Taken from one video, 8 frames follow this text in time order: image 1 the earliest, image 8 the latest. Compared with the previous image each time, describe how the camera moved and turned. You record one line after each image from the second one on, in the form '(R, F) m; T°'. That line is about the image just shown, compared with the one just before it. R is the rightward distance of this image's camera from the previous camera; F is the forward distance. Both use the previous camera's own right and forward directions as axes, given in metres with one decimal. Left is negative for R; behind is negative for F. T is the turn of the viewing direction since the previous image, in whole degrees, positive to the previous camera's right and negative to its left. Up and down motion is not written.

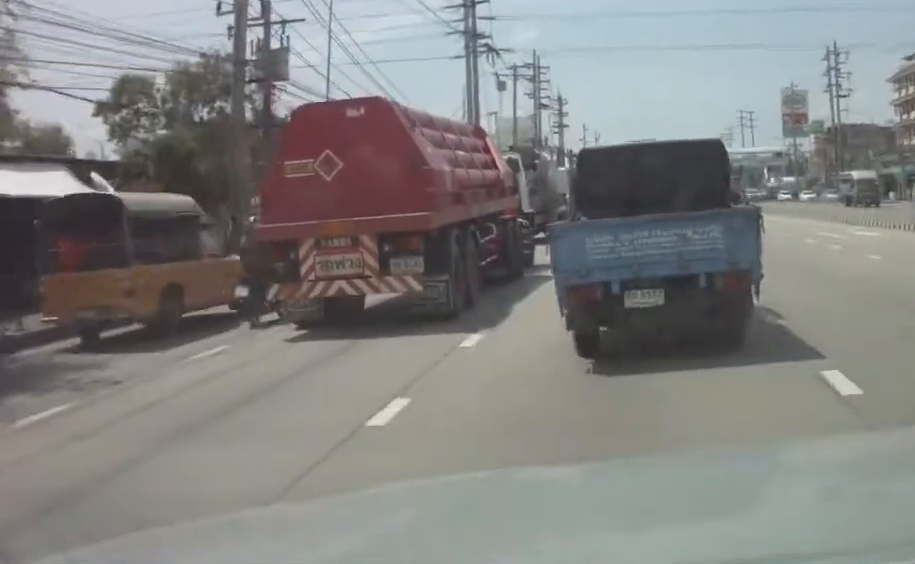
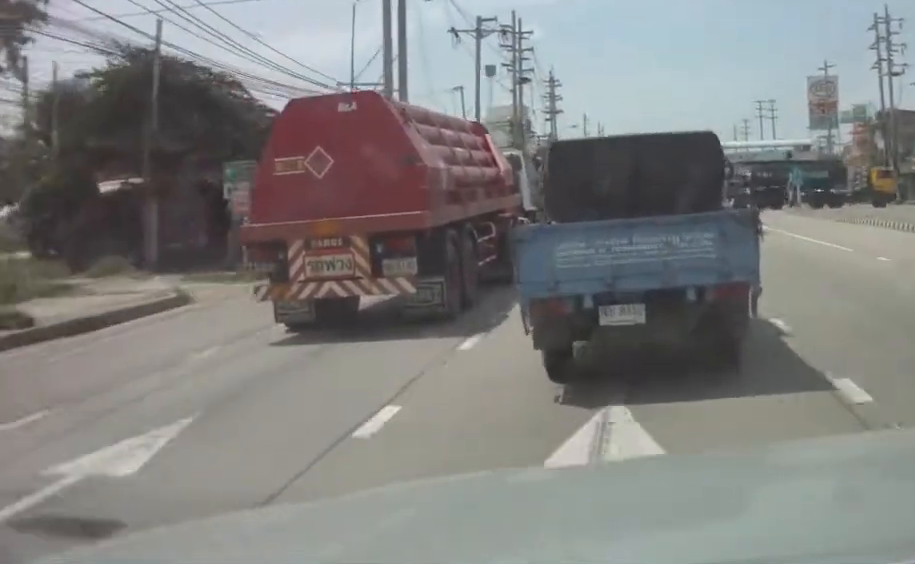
(+0.6, +23.0) m; -1°
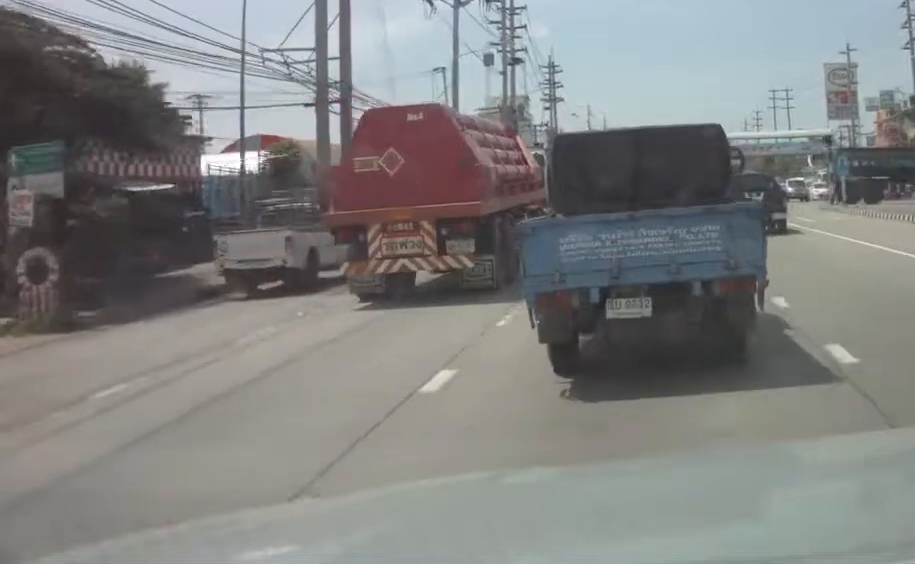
(-0.8, +12.1) m; -8°
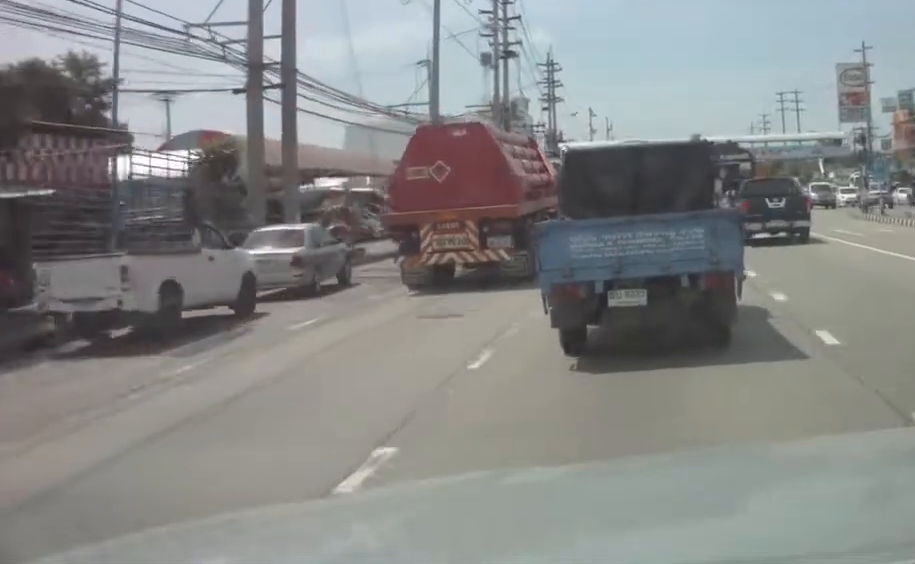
(-0.5, +8.4) m; +5°
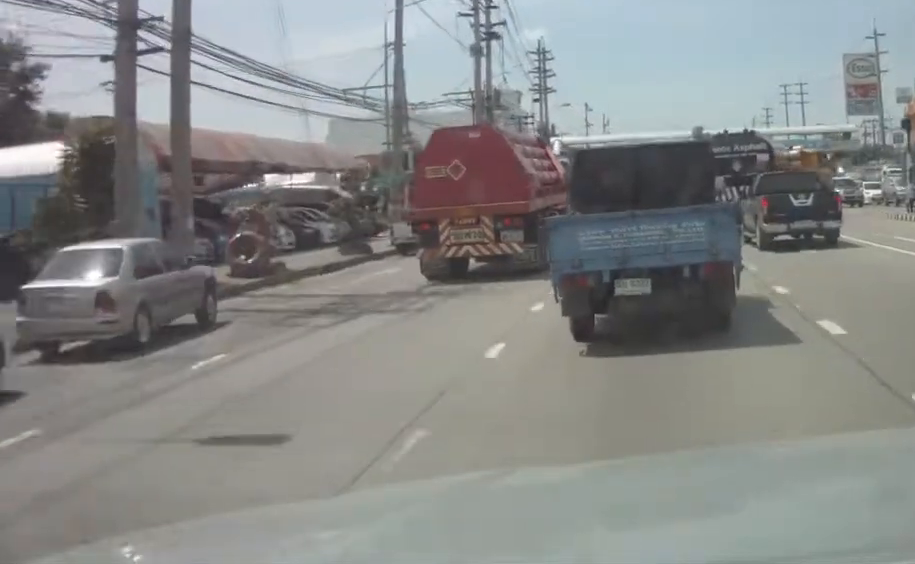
(-0.4, +7.1) m; +6°
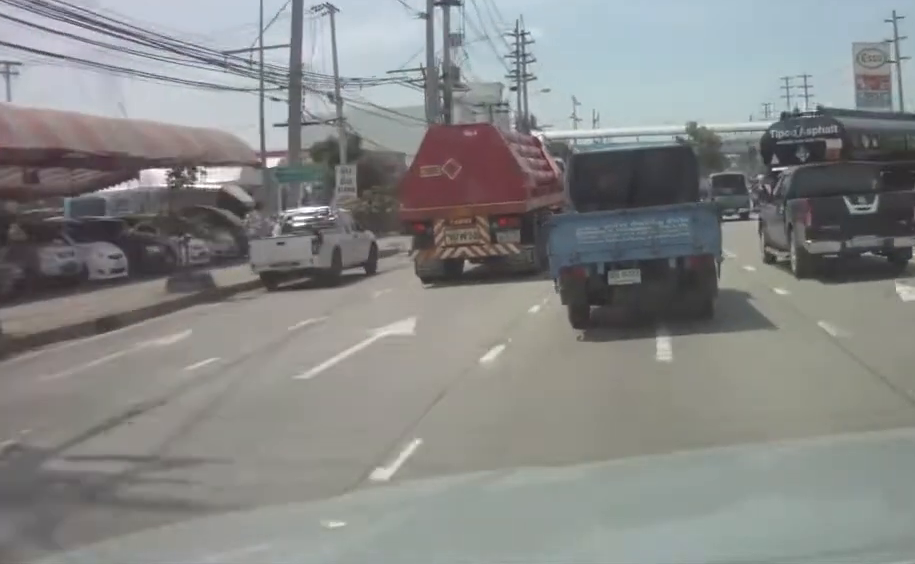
(+2.6, +10.0) m; +6°
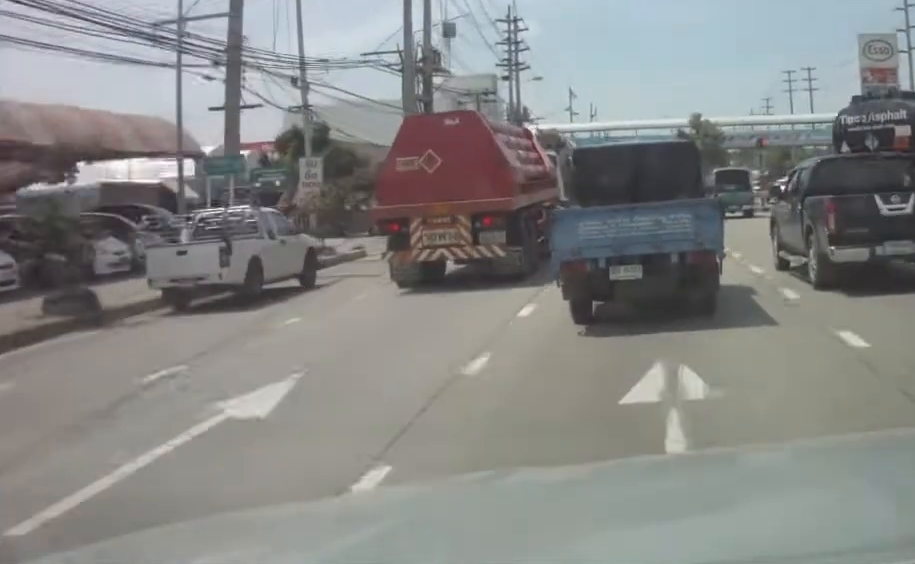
(-0.6, +4.2) m; -4°
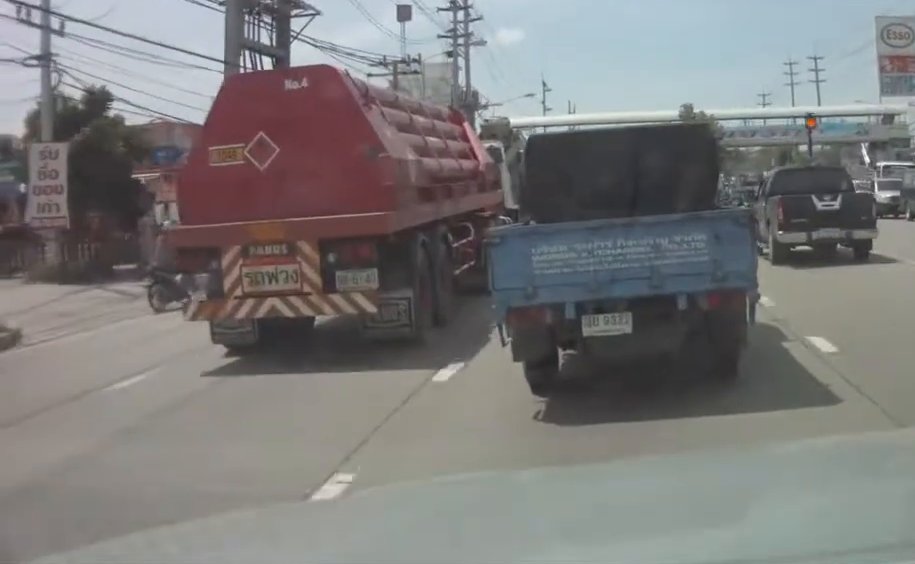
(-1.2, +18.0) m; -3°
